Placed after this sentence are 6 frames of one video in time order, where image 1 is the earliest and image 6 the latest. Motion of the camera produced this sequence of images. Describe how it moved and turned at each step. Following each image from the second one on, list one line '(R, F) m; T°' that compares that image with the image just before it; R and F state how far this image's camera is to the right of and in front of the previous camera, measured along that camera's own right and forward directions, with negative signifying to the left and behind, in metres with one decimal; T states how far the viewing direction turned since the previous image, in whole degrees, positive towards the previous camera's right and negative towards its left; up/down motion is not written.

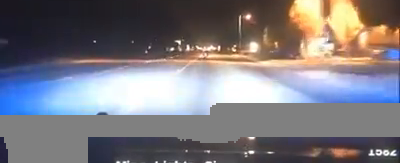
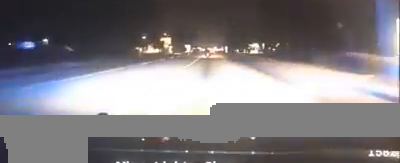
(0.0, +80.7) m; 0°
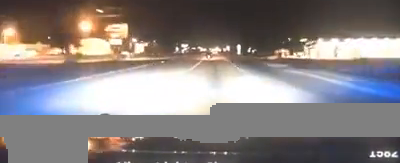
(-0.1, +87.6) m; 0°
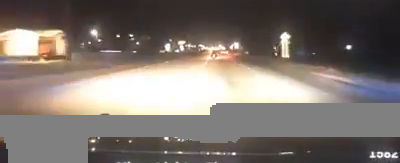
(-0.5, +78.6) m; -1°
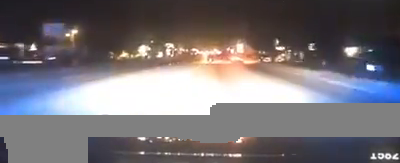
(+0.1, +62.7) m; 0°
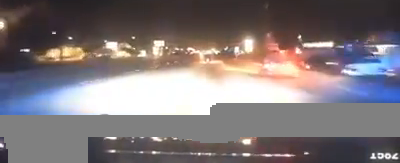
(0.0, +43.9) m; 0°
